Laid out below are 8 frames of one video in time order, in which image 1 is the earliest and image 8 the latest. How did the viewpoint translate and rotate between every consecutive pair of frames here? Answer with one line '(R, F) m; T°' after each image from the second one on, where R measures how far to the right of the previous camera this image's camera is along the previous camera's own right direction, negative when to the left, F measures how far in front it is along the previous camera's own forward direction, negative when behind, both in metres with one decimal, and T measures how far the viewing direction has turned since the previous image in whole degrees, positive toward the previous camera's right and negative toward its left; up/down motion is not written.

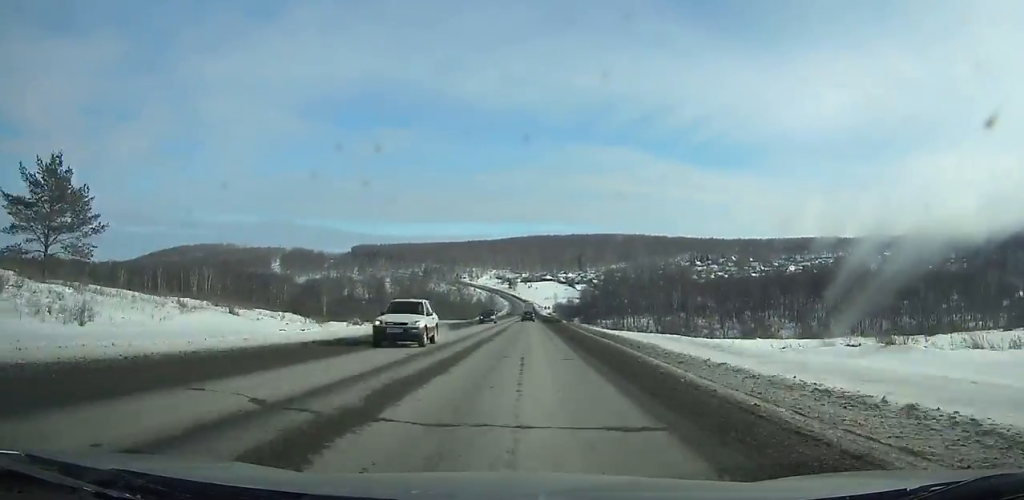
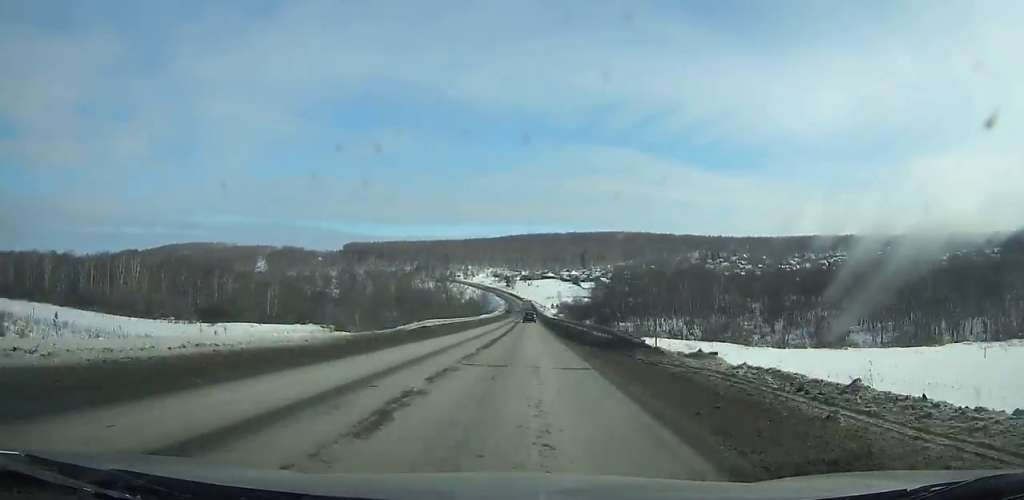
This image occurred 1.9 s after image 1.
(+0.2, +47.9) m; 0°
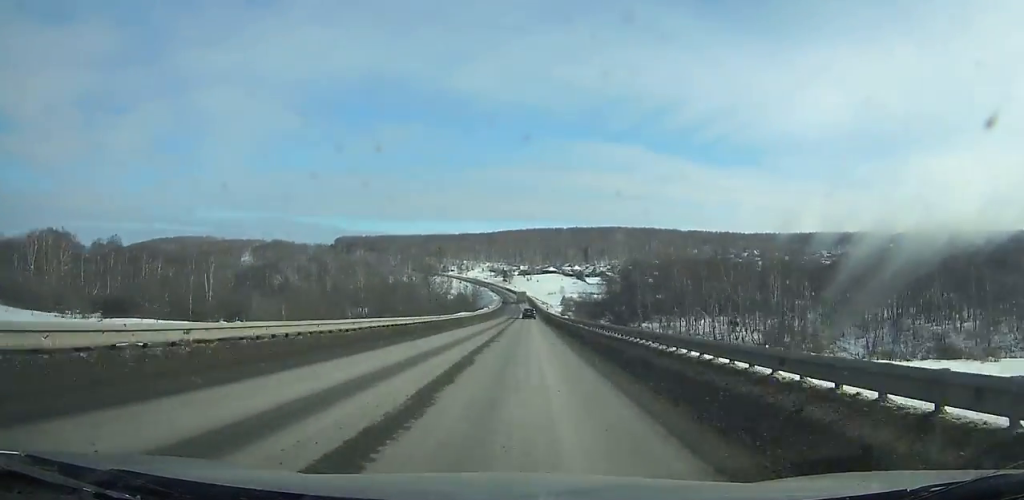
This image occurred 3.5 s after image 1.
(+0.2, +40.6) m; 0°
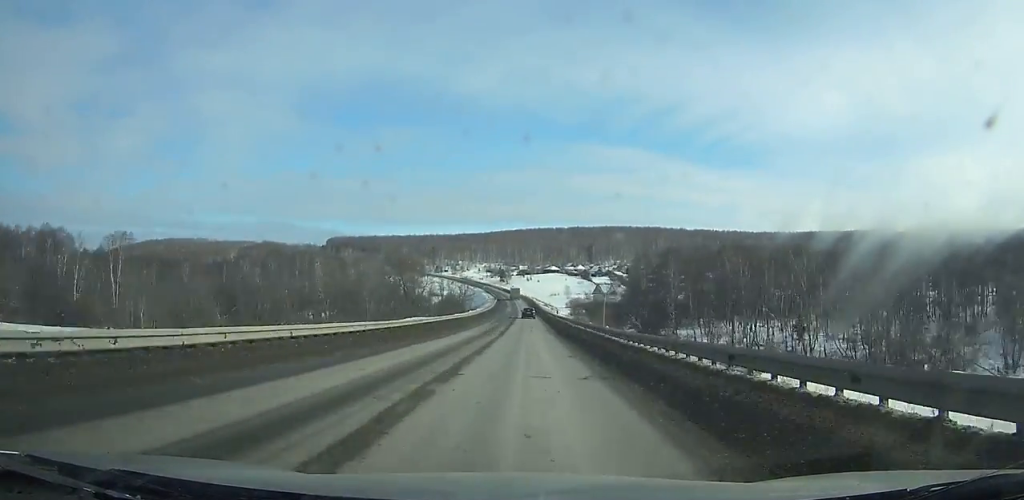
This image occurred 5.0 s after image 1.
(+0.1, +38.0) m; 0°
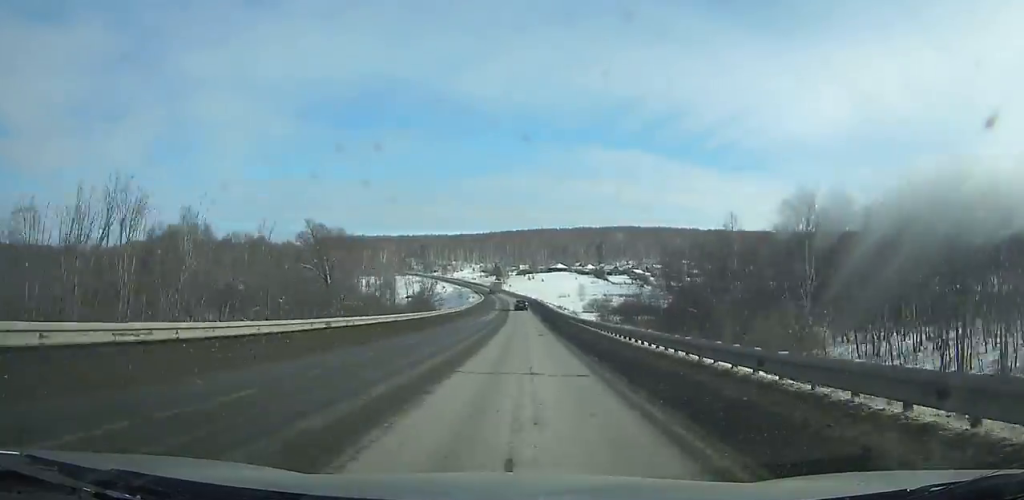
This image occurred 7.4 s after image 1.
(0.0, +60.7) m; 0°
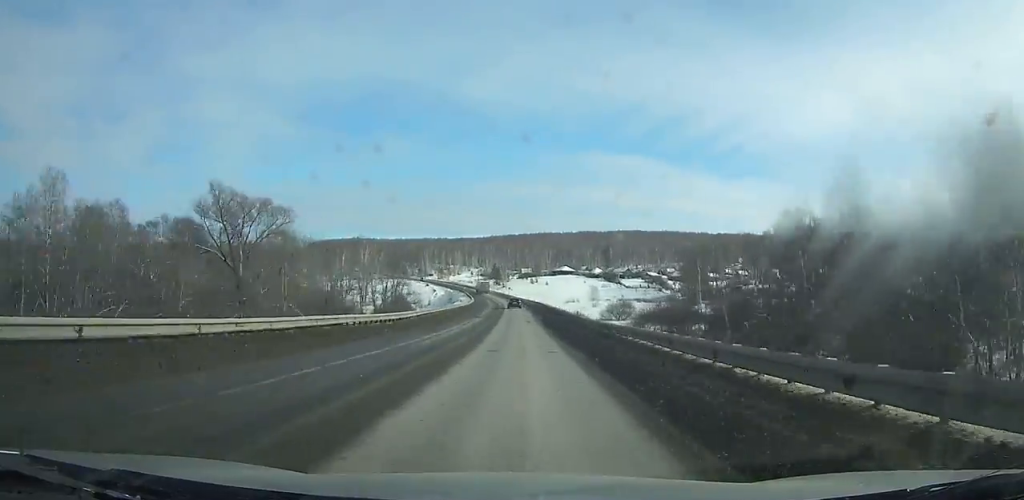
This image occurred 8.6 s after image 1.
(-0.1, +29.9) m; 0°
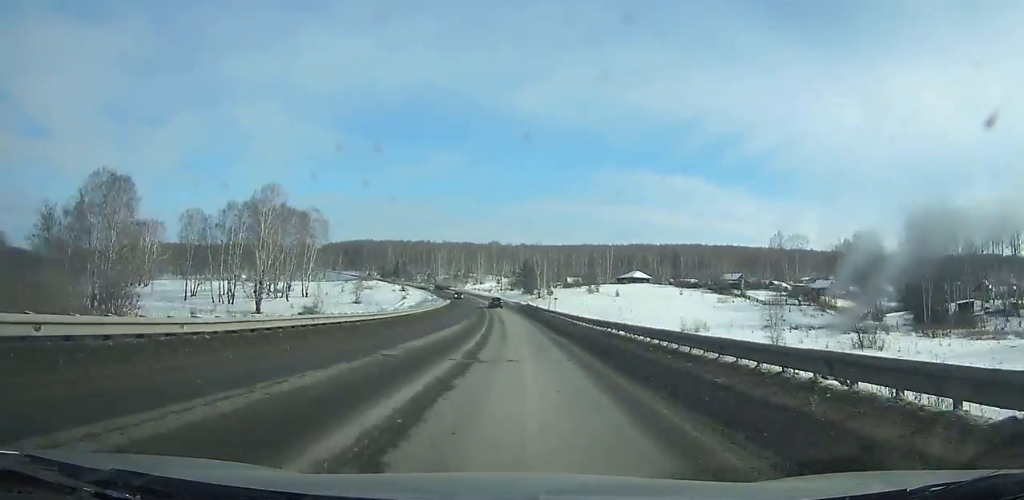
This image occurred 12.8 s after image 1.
(-1.3, +102.7) m; -3°
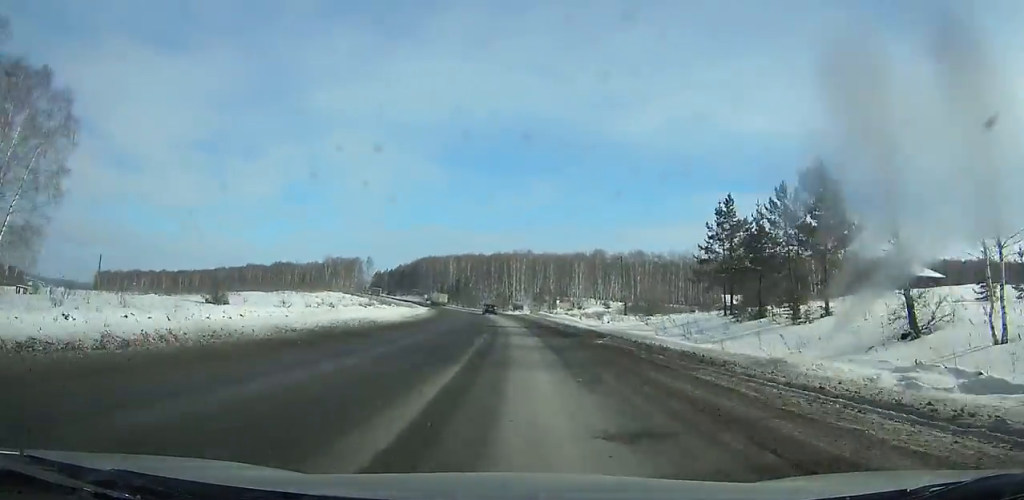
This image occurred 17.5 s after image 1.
(-8.2, +108.0) m; -10°
